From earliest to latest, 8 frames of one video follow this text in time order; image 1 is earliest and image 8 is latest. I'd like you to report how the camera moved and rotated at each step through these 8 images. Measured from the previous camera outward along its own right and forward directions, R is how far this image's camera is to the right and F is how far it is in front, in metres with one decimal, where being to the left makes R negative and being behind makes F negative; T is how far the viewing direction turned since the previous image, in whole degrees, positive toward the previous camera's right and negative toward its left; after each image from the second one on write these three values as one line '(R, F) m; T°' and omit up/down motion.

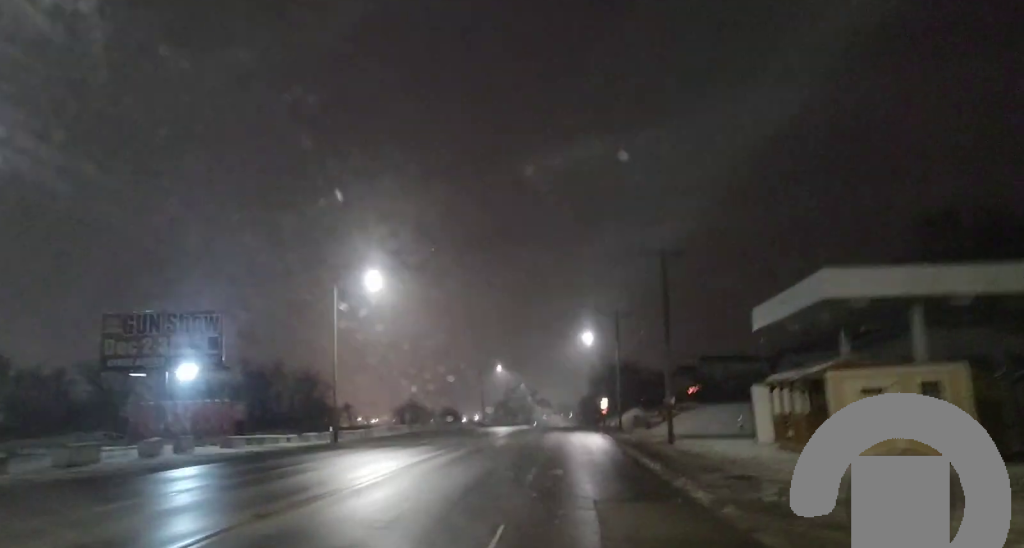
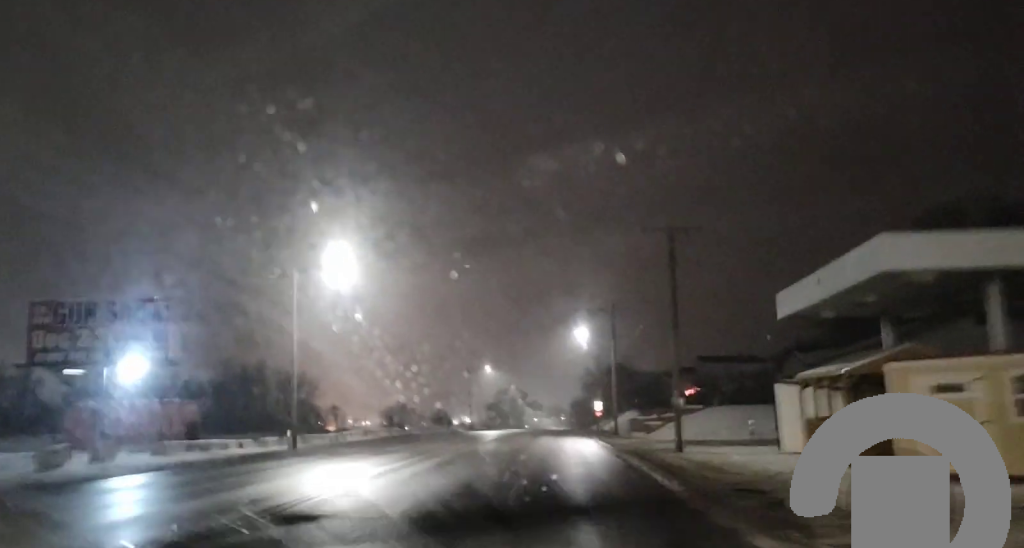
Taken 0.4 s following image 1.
(+0.1, +5.9) m; 0°
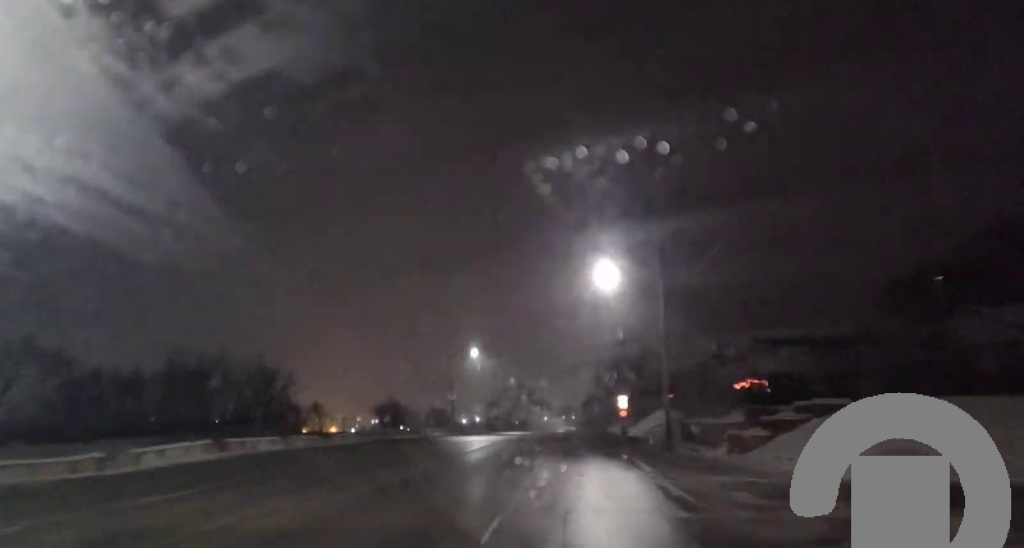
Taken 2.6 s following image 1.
(-0.2, +30.5) m; -1°
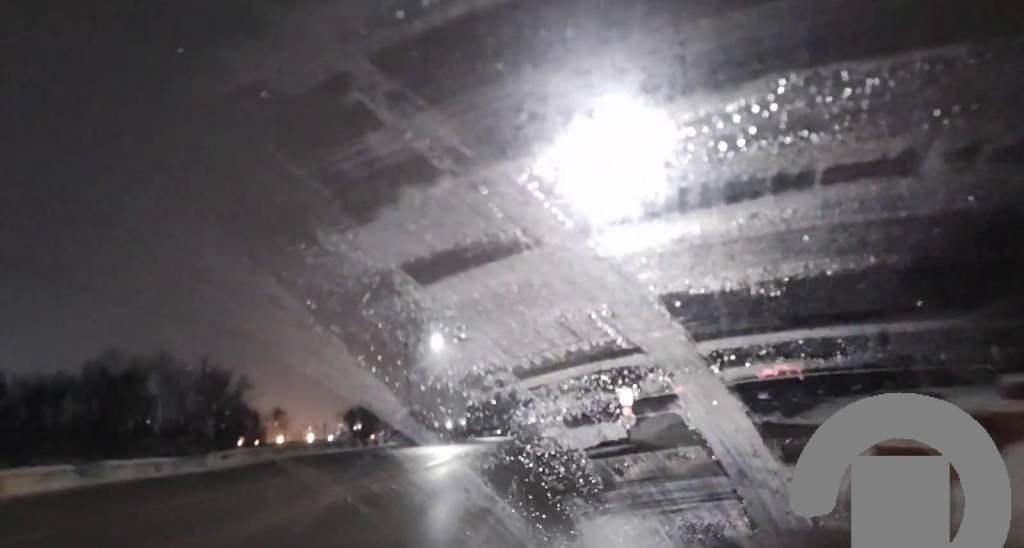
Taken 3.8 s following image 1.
(0.0, +17.2) m; 0°
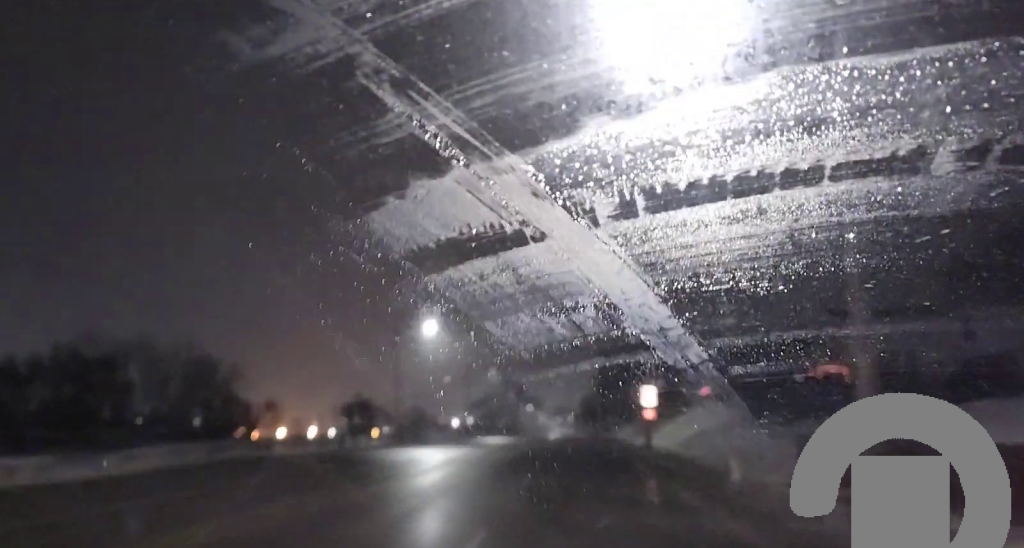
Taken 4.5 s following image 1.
(0.0, +8.5) m; 0°
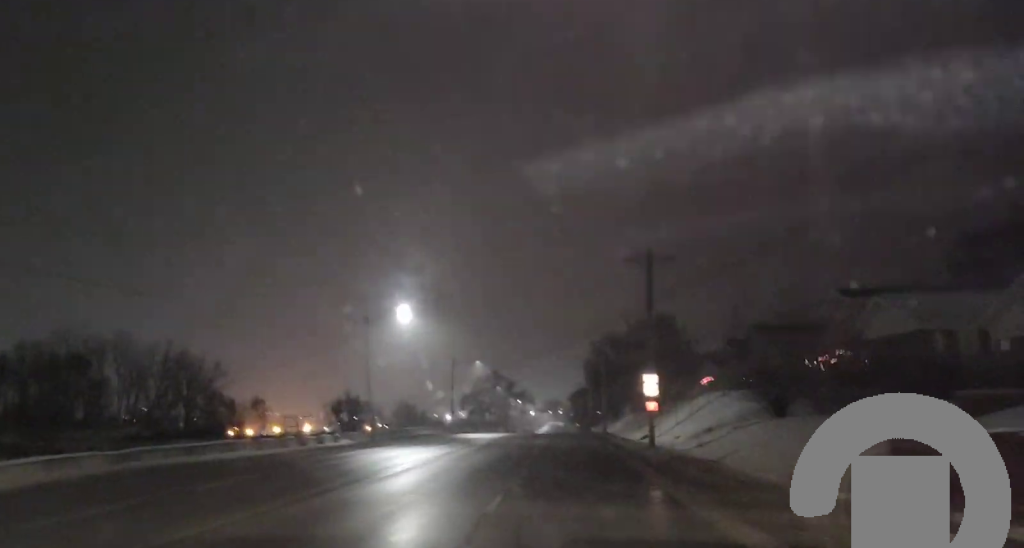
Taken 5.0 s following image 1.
(0.0, +7.9) m; 0°
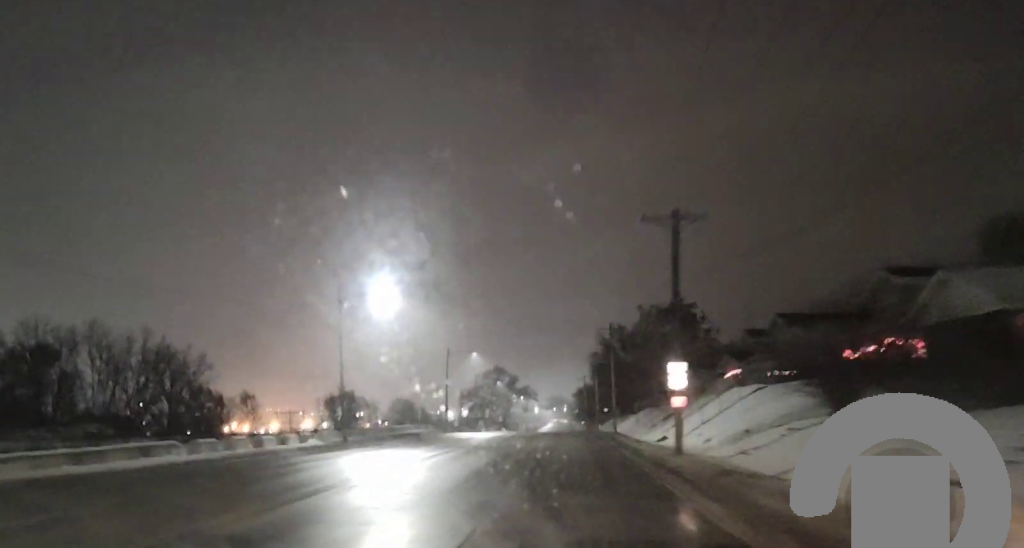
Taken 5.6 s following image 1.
(0.0, +7.9) m; 0°
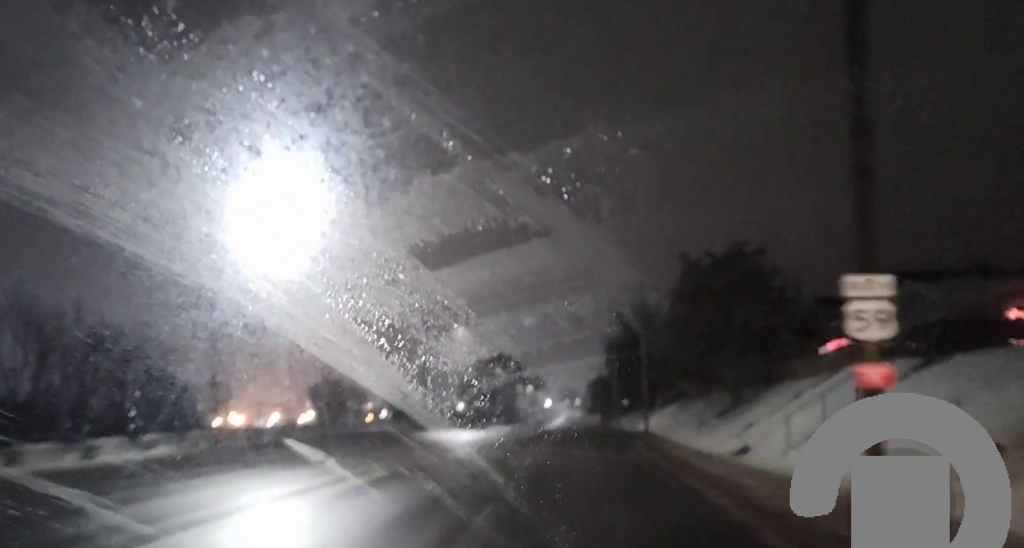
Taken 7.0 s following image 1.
(+0.1, +18.7) m; +1°
